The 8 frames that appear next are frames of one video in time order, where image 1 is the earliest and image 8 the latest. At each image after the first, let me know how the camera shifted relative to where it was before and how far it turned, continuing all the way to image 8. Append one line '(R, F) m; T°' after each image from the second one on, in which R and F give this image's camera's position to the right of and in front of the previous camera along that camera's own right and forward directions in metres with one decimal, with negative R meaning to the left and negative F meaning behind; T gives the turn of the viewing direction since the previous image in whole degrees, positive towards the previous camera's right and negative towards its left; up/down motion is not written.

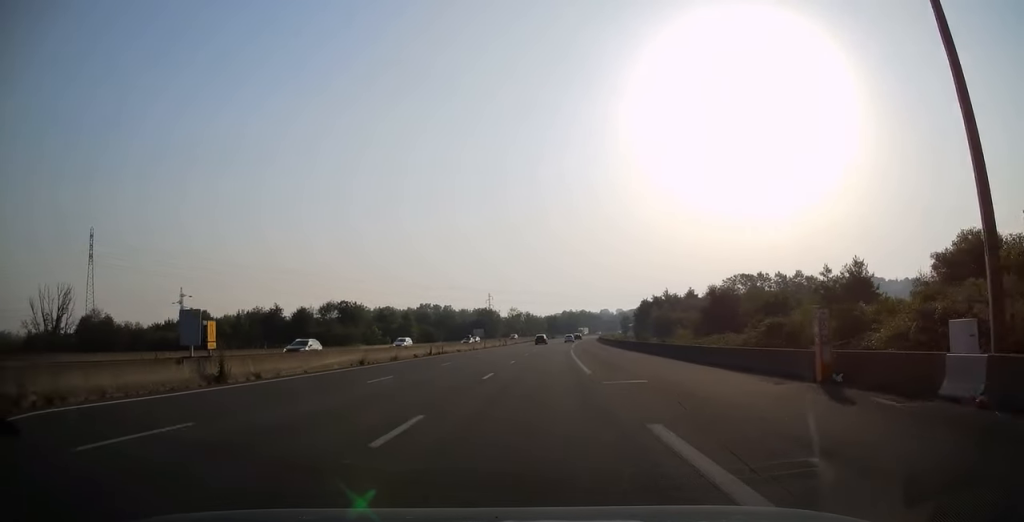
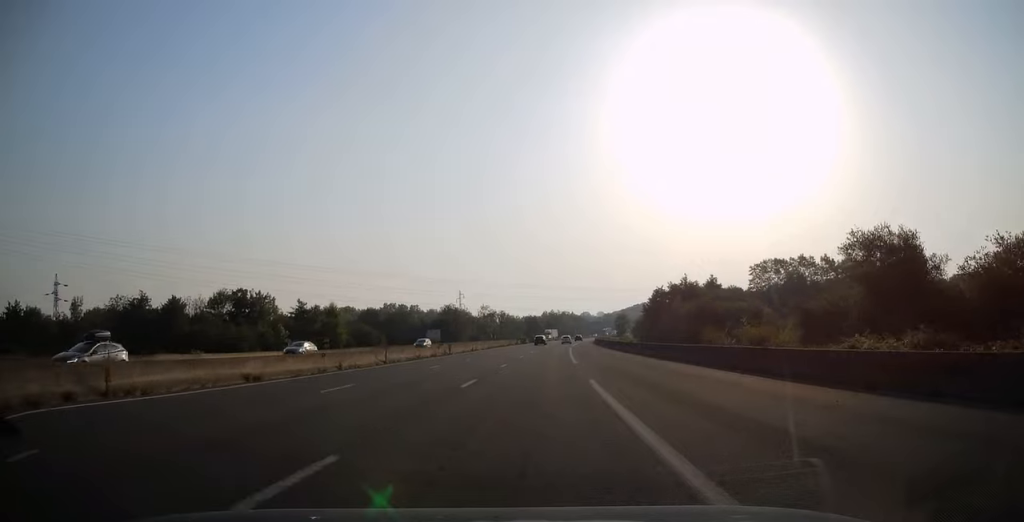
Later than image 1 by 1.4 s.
(+1.1, +42.9) m; +2°
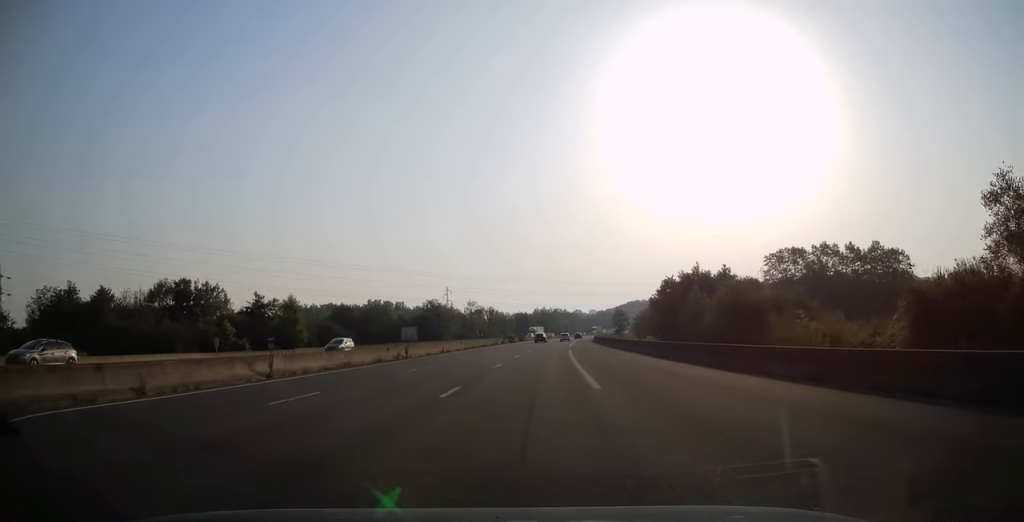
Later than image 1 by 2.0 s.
(+0.1, +15.8) m; +1°
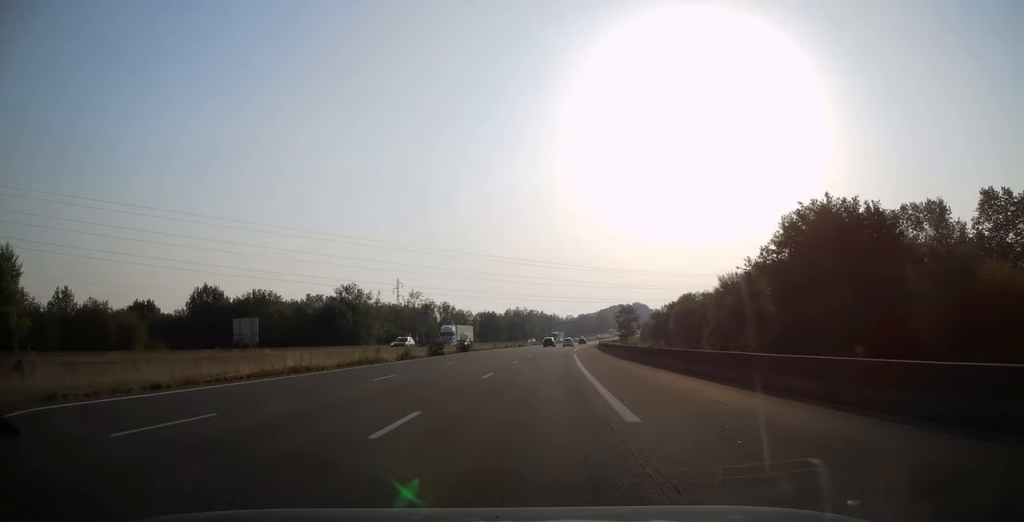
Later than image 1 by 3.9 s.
(+1.1, +57.7) m; +3°
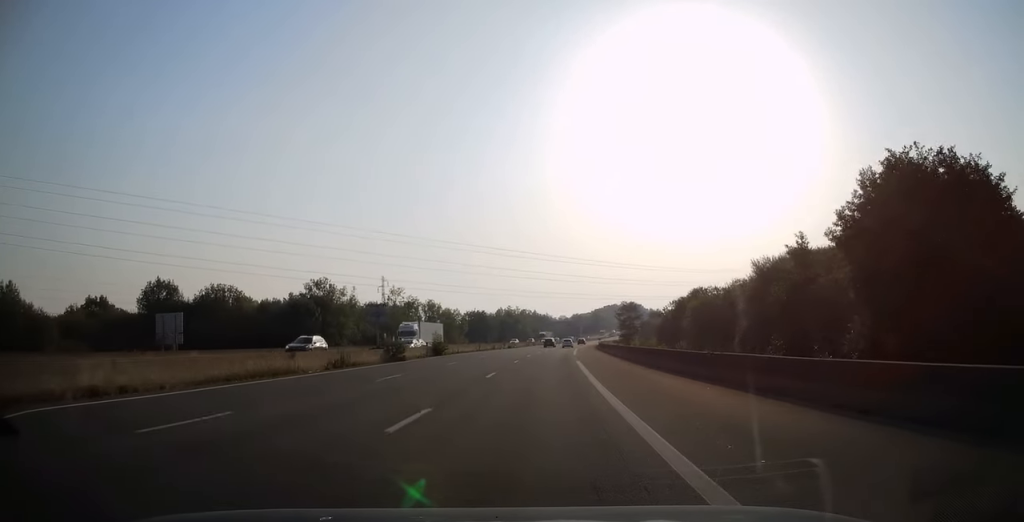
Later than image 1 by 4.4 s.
(+0.2, +12.3) m; 0°
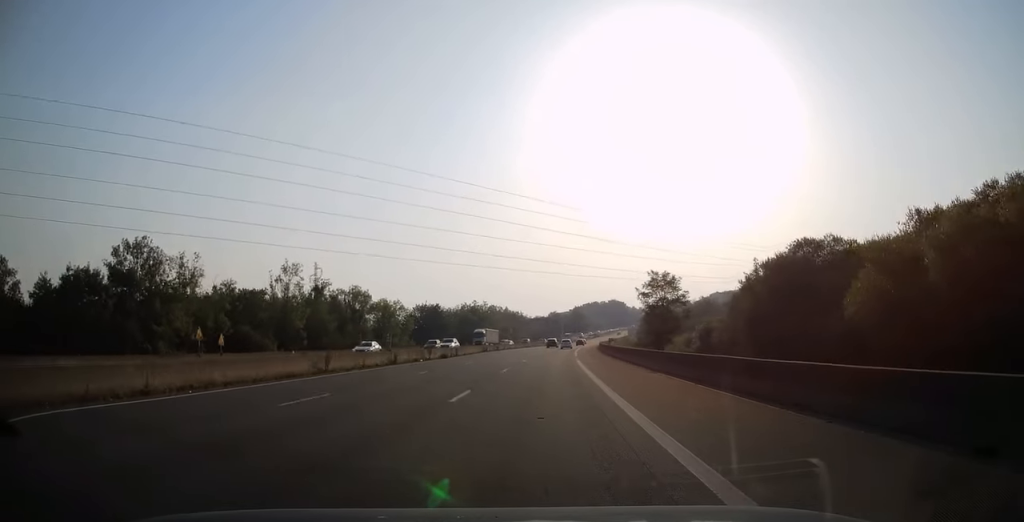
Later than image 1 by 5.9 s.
(+0.6, +47.3) m; +2°
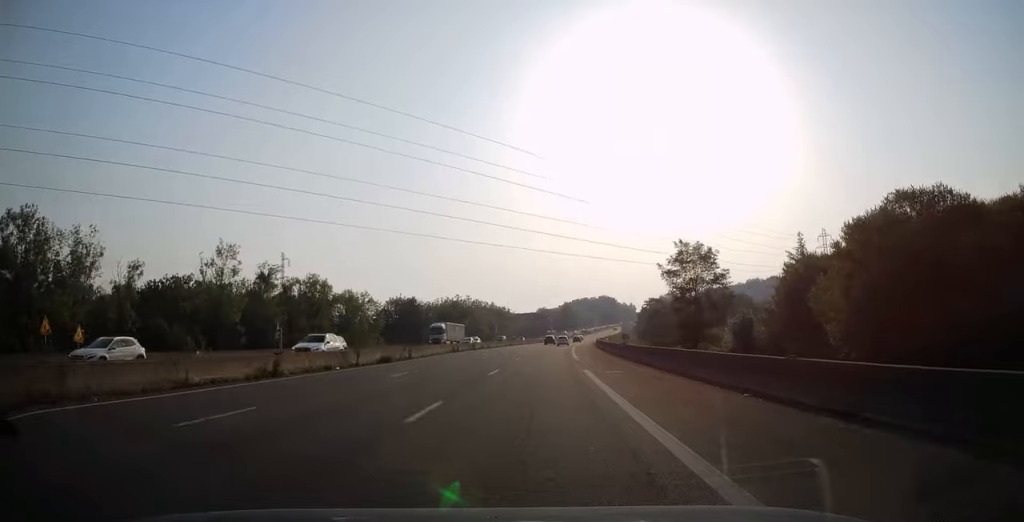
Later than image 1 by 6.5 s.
(+0.5, +16.7) m; +1°
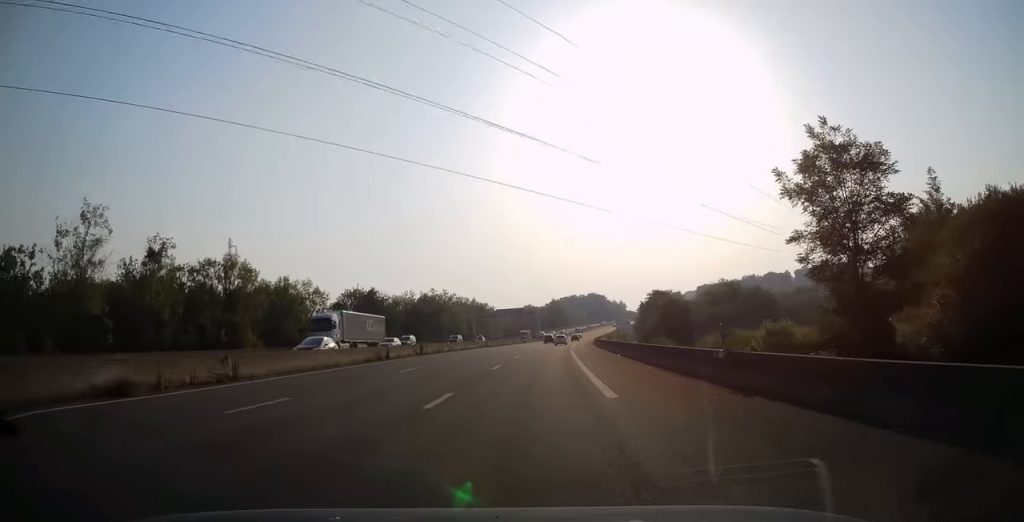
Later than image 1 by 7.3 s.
(+0.3, +24.2) m; +1°
